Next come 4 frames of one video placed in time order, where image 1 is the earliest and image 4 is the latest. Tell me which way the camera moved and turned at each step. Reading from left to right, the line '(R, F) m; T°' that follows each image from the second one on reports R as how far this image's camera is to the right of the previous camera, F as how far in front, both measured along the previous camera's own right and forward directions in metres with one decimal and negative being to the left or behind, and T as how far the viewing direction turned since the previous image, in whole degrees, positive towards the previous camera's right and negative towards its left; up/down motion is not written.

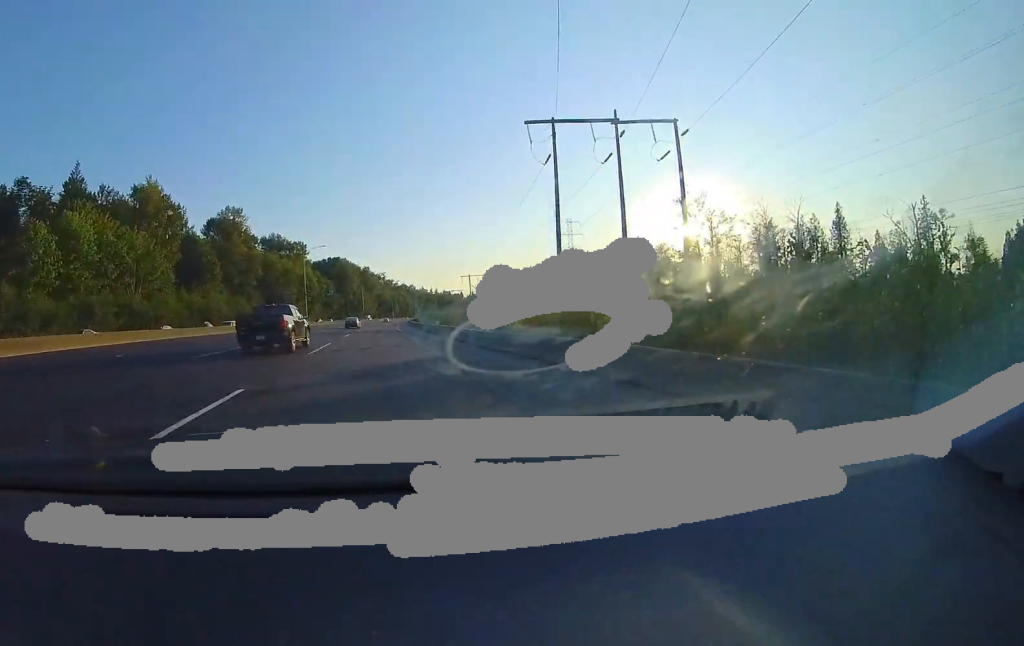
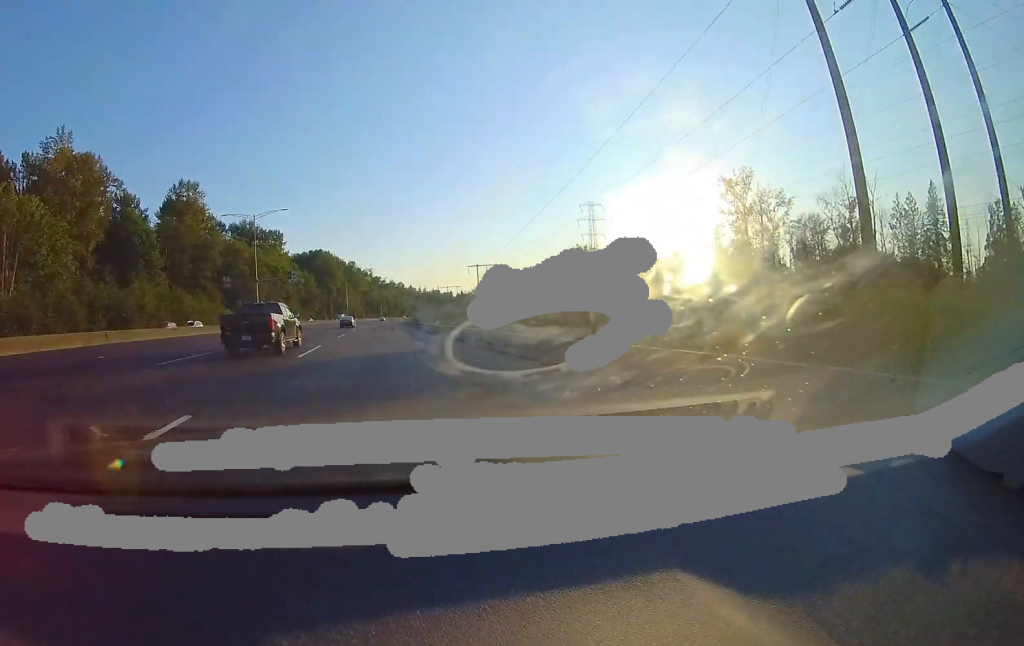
(-0.3, +27.8) m; 0°
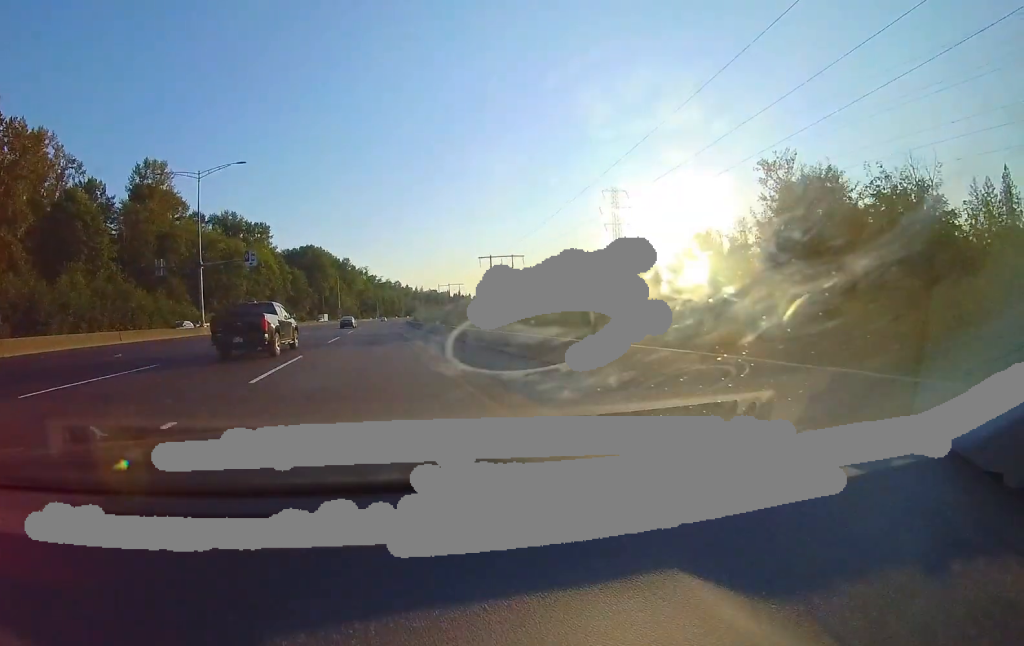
(+0.3, +17.6) m; +1°
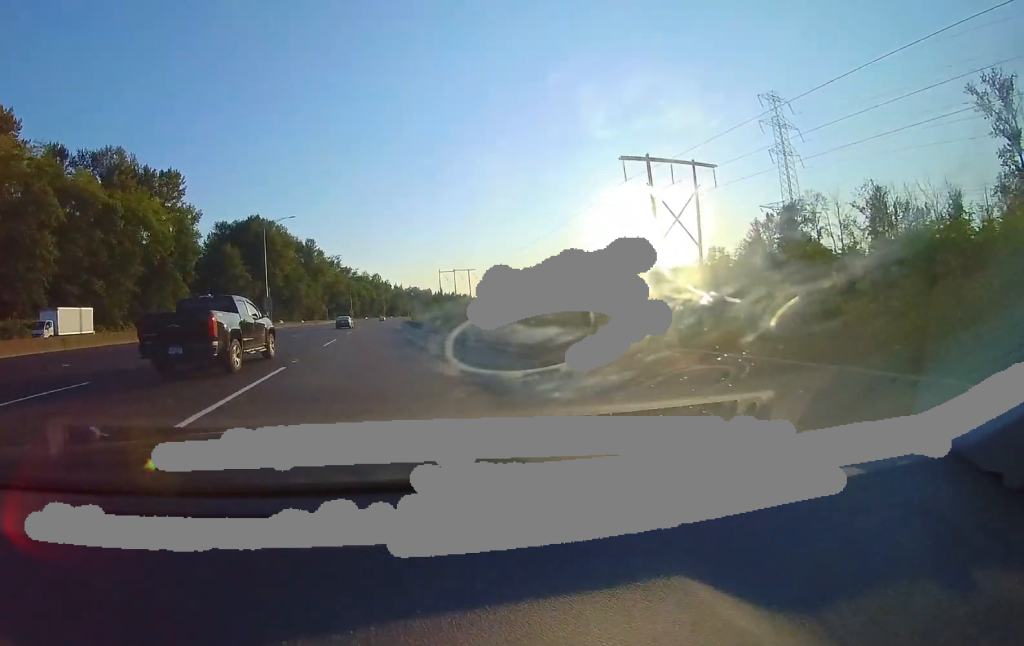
(+2.2, +66.9) m; +4°
